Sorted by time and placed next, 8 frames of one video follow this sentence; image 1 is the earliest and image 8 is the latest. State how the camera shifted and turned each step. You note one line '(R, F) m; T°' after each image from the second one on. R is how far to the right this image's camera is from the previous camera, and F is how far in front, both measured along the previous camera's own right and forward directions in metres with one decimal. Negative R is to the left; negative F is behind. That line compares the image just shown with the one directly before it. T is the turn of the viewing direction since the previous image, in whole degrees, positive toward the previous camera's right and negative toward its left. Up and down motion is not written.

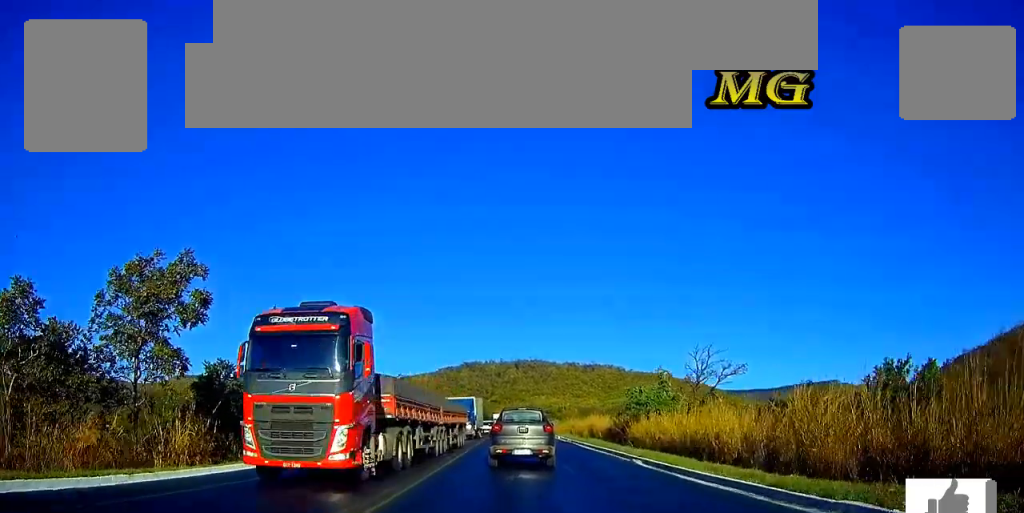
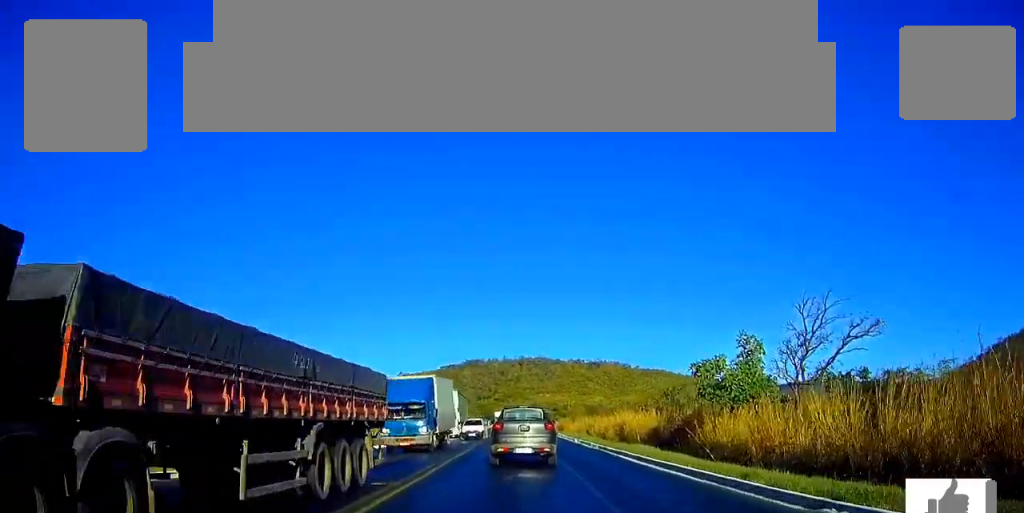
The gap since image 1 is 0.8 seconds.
(0.0, +14.0) m; -1°
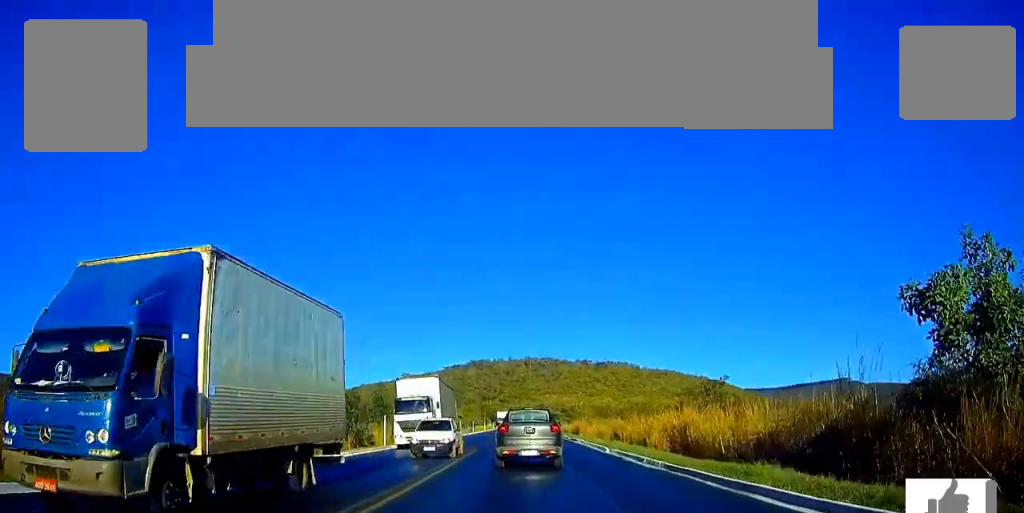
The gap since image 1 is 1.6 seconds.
(-0.1, +13.6) m; 0°
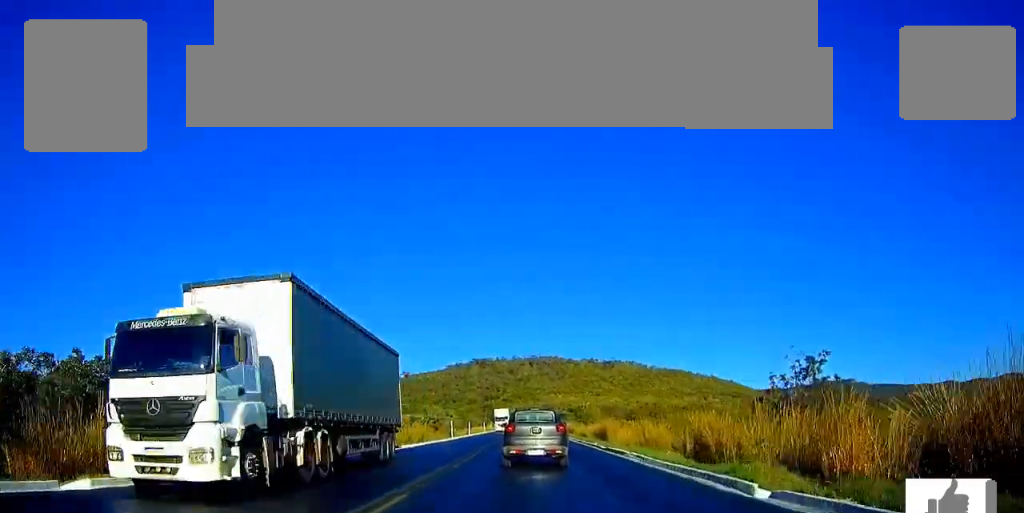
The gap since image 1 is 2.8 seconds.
(+0.1, +19.3) m; 0°
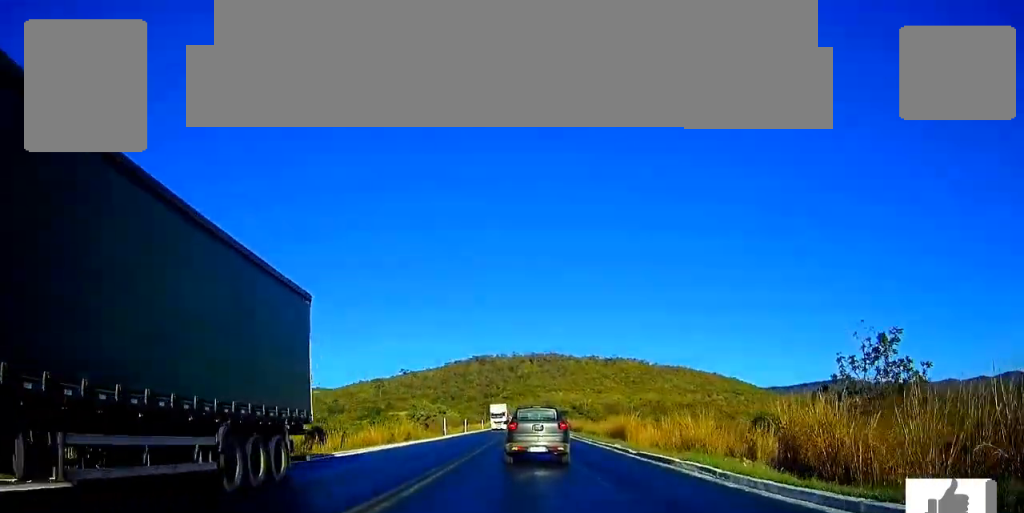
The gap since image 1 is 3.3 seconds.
(0.0, +9.2) m; 0°
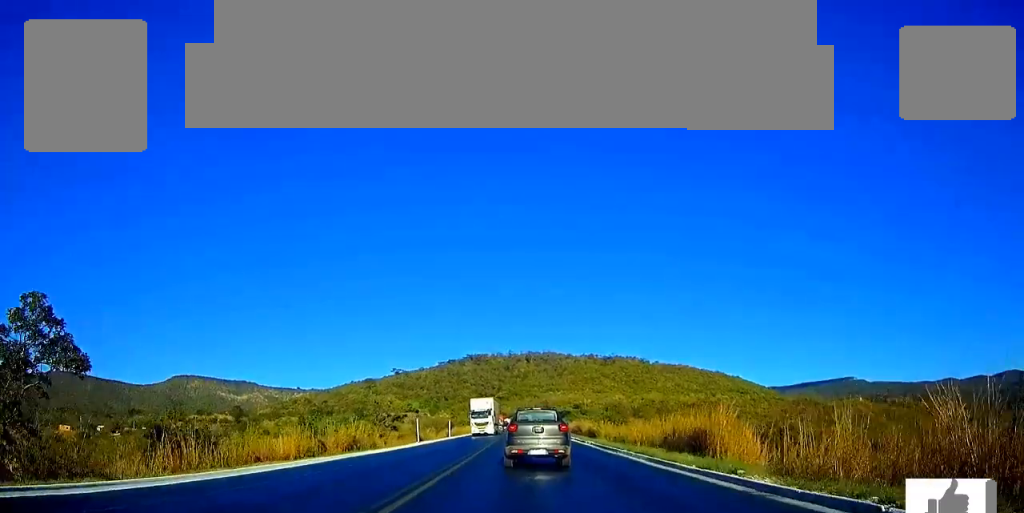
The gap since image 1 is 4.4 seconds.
(0.0, +19.2) m; 0°
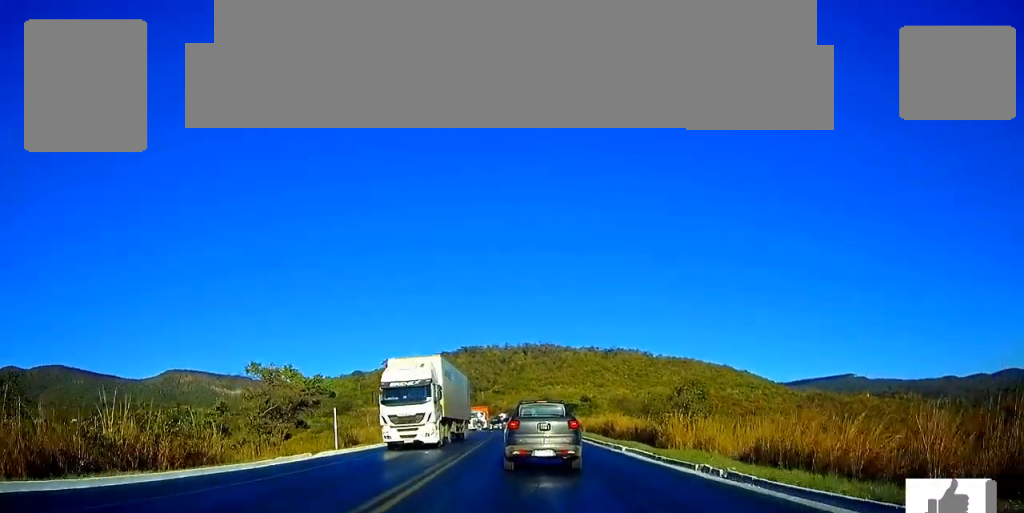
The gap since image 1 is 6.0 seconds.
(+0.2, +27.2) m; +1°
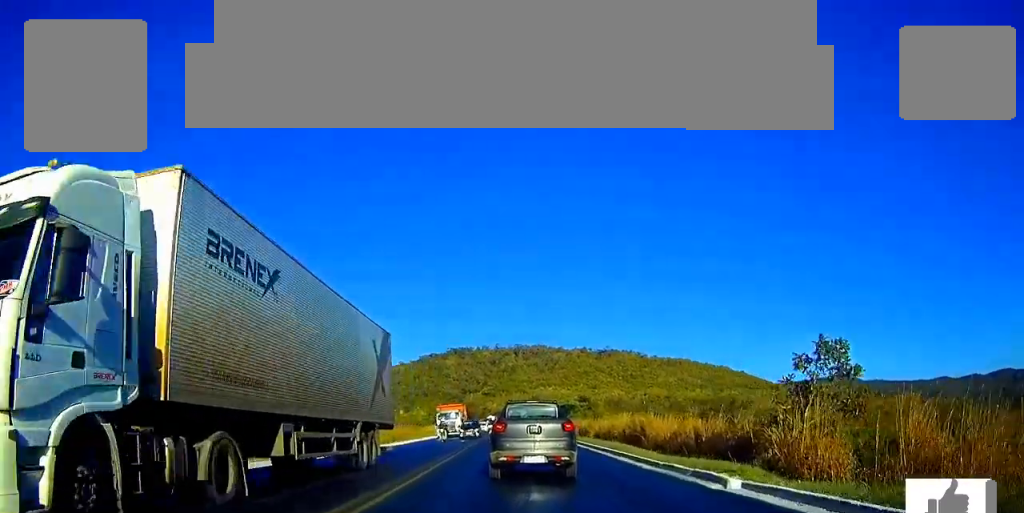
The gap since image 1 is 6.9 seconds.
(0.0, +14.6) m; 0°
